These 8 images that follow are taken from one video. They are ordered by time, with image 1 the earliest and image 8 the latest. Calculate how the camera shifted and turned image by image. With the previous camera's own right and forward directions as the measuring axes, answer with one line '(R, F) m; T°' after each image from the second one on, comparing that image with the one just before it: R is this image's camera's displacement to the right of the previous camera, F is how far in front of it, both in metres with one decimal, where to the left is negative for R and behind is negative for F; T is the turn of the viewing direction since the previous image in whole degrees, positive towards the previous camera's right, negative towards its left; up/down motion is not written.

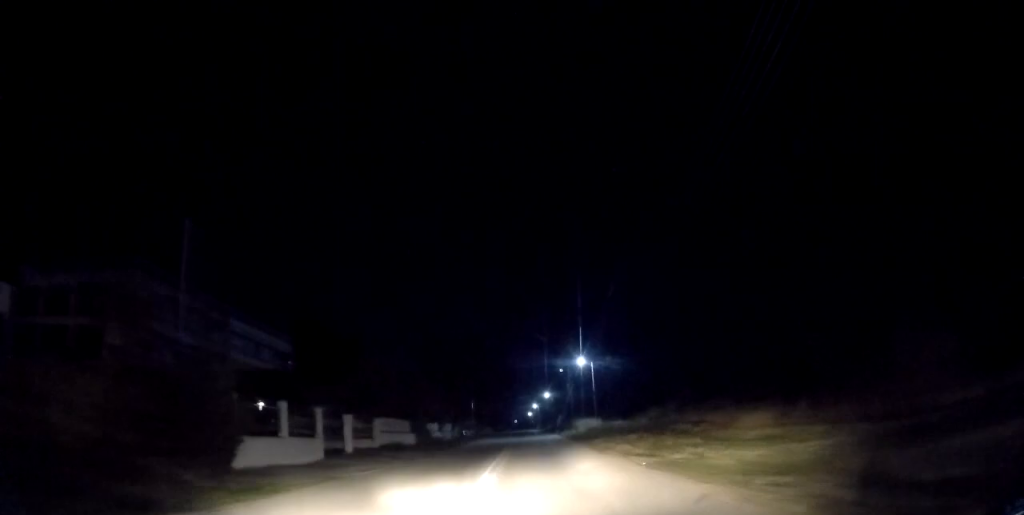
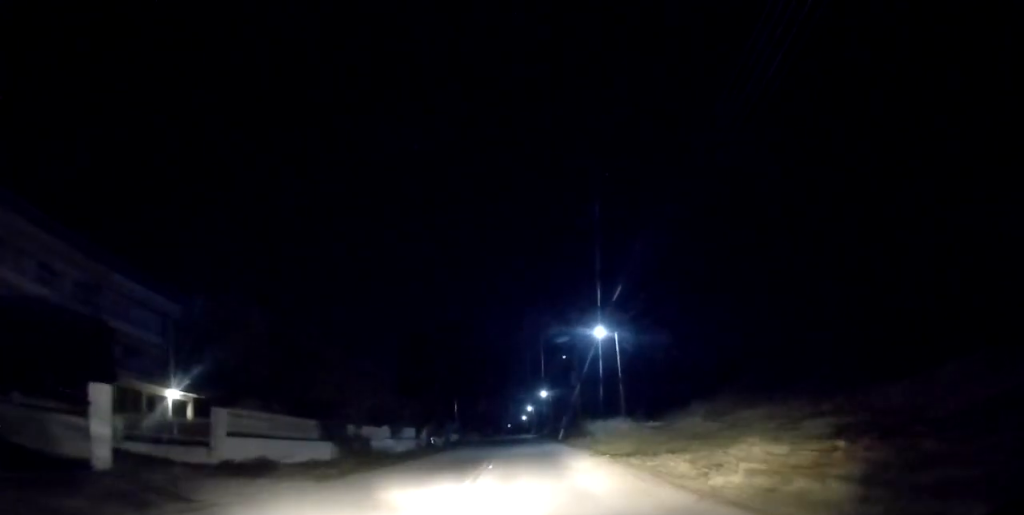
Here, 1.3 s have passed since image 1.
(+0.5, +15.5) m; 0°
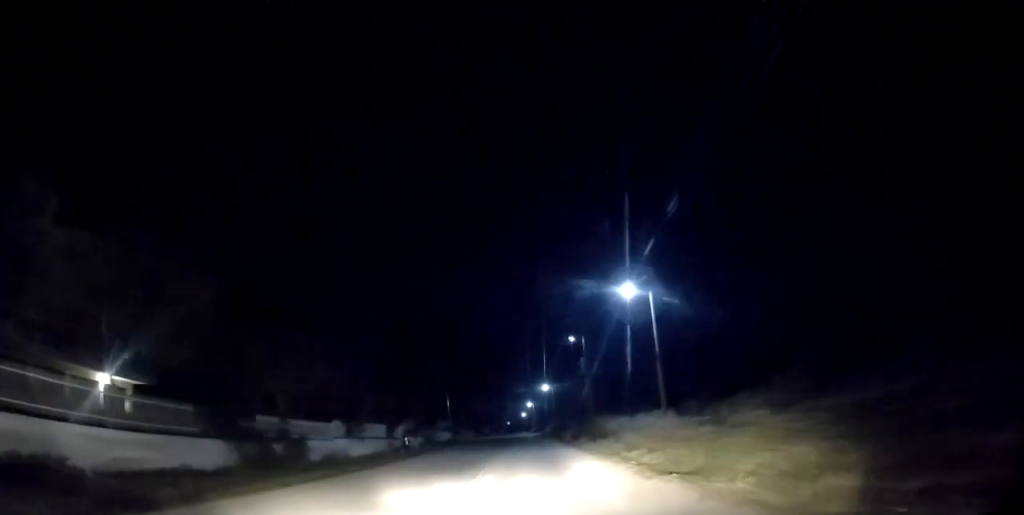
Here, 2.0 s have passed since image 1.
(-0.4, +8.5) m; 0°
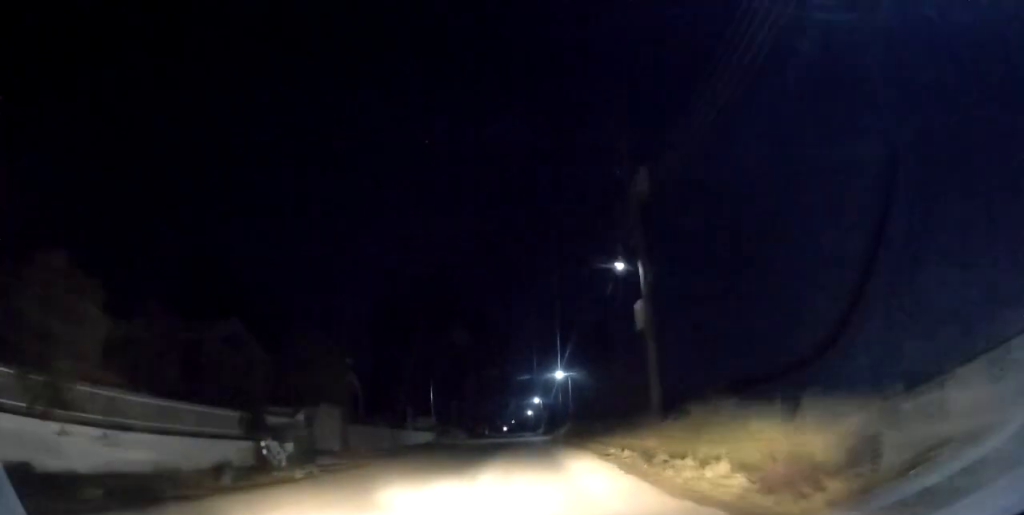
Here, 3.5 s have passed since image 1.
(+0.4, +18.3) m; +1°
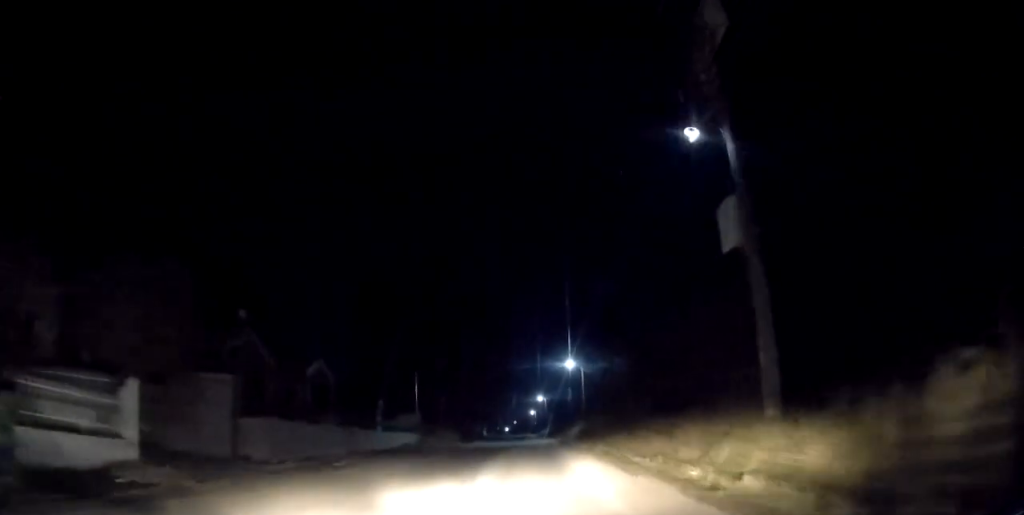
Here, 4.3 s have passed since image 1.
(+0.1, +9.8) m; -2°
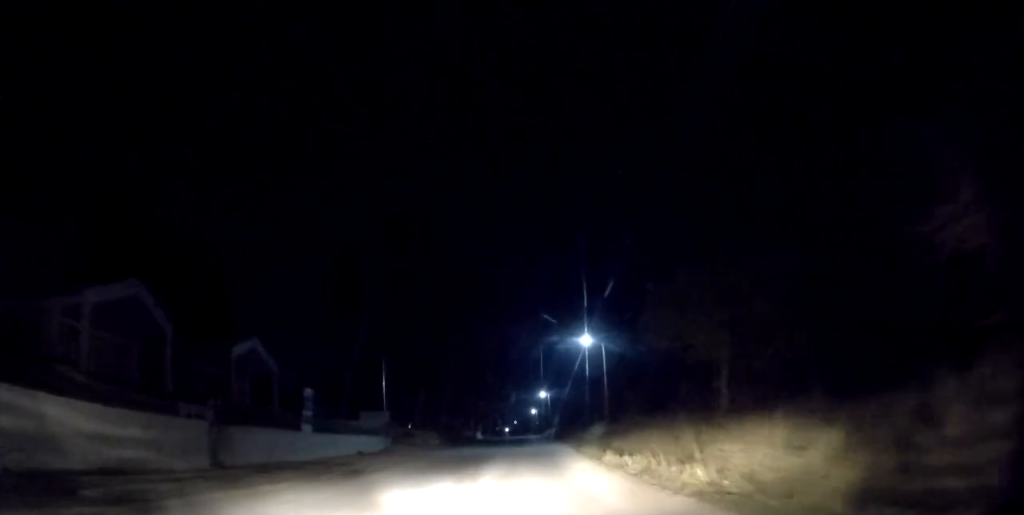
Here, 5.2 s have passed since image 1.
(-0.6, +11.9) m; 0°
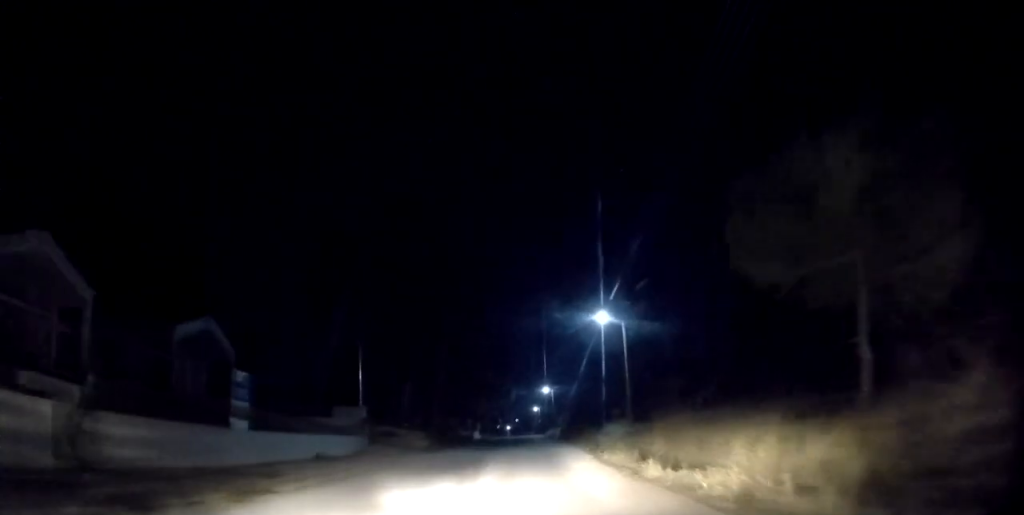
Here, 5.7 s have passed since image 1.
(+0.2, +6.0) m; +1°
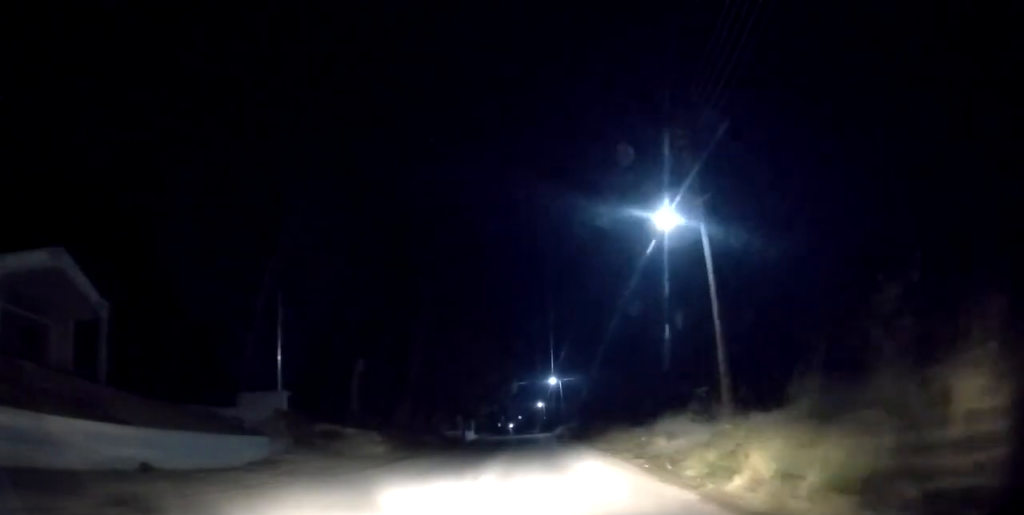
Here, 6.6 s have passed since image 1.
(+0.3, +11.7) m; +1°
